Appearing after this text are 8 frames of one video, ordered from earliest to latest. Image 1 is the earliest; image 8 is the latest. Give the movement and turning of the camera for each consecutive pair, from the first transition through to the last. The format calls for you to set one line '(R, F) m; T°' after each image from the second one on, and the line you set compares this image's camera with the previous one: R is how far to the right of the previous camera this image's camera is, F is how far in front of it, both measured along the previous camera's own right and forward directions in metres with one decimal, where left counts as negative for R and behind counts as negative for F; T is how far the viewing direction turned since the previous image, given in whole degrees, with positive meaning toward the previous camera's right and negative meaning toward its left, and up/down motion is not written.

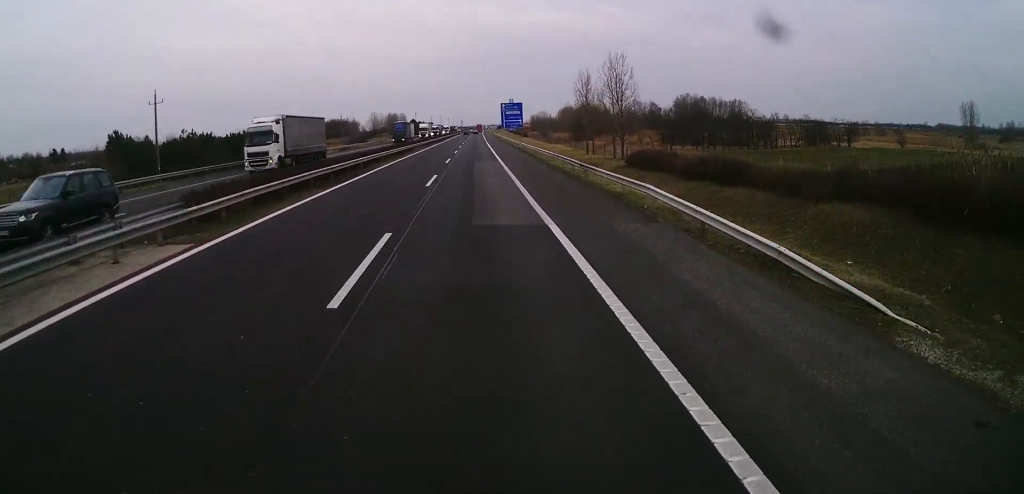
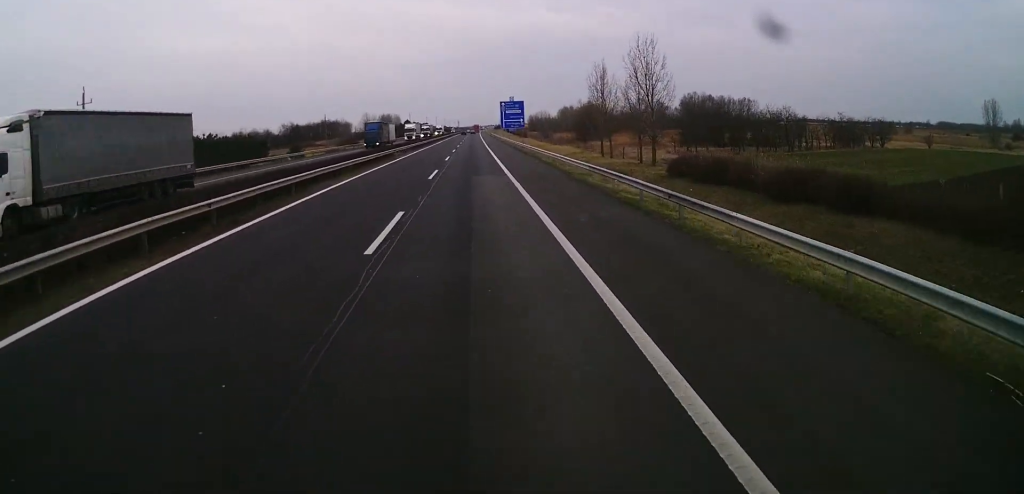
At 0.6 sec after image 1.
(-0.1, +14.6) m; 0°
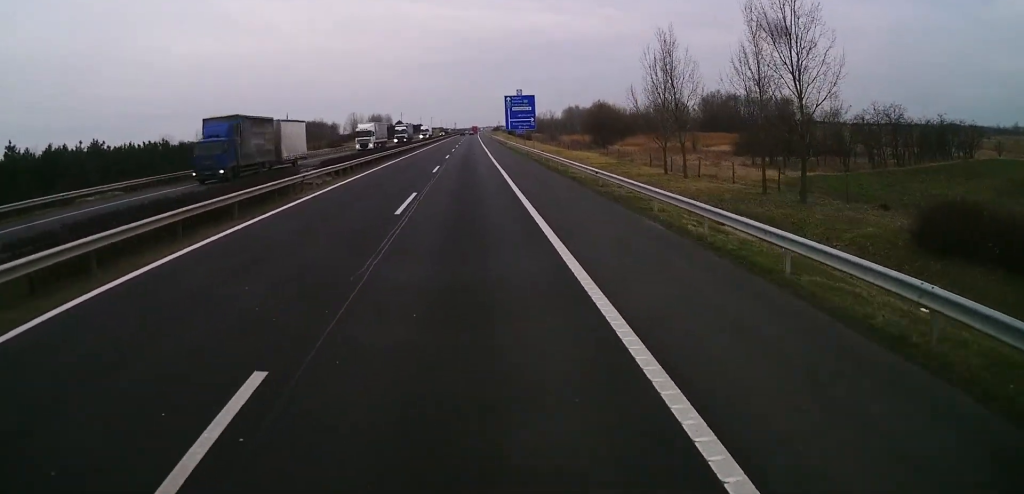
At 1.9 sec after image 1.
(+0.3, +30.0) m; +1°
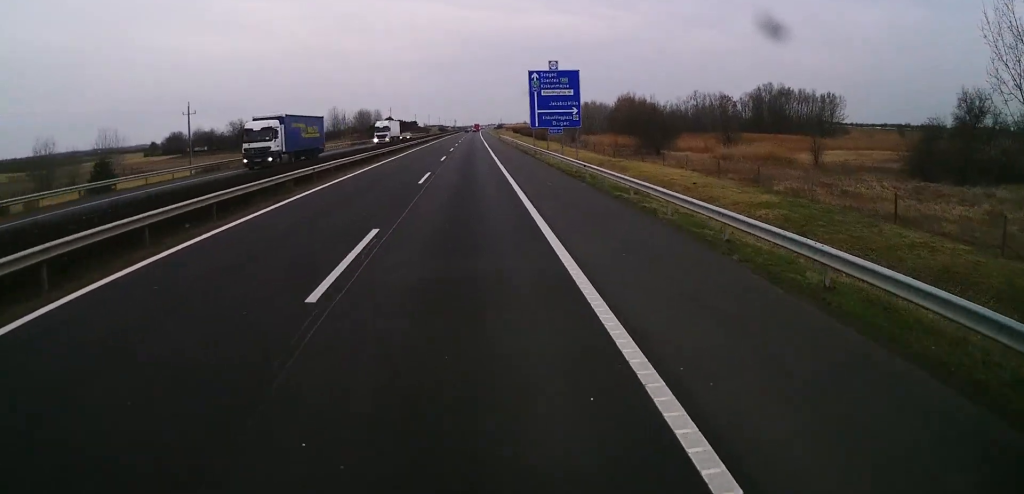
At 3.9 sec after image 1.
(+0.4, +45.3) m; 0°
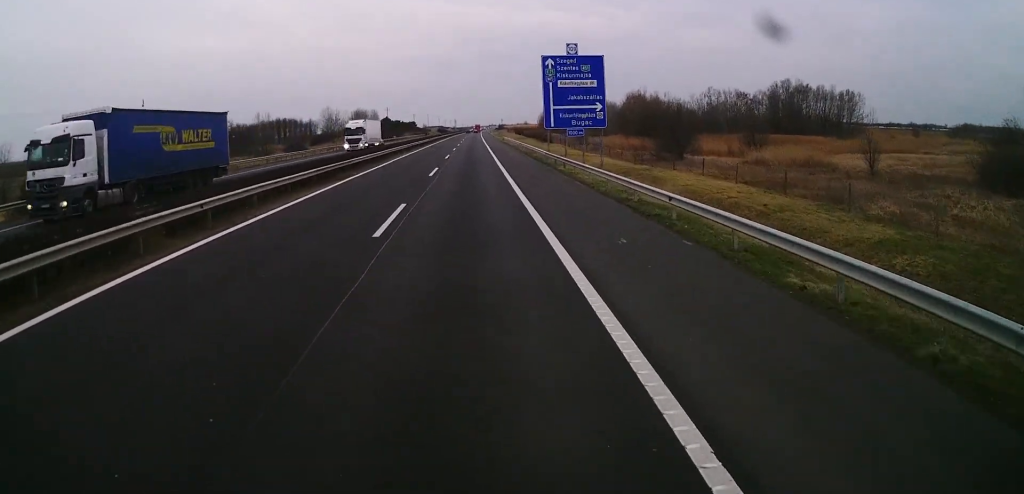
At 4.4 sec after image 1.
(0.0, +12.3) m; 0°
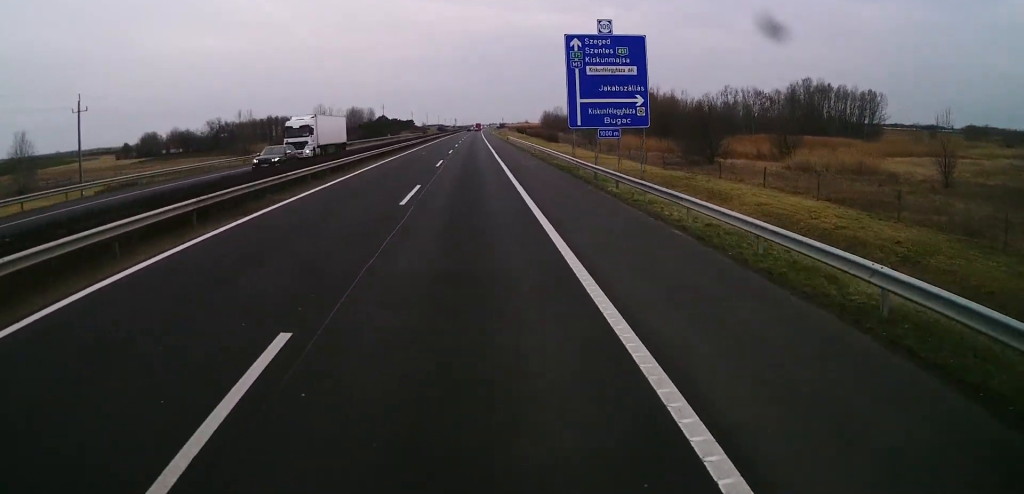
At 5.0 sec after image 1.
(-0.1, +13.1) m; 0°
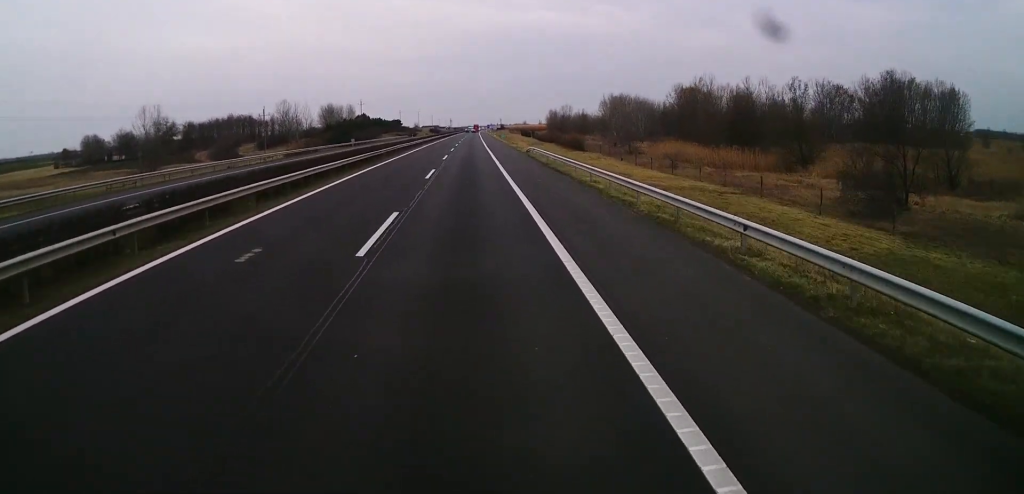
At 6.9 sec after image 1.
(0.0, +43.1) m; 0°
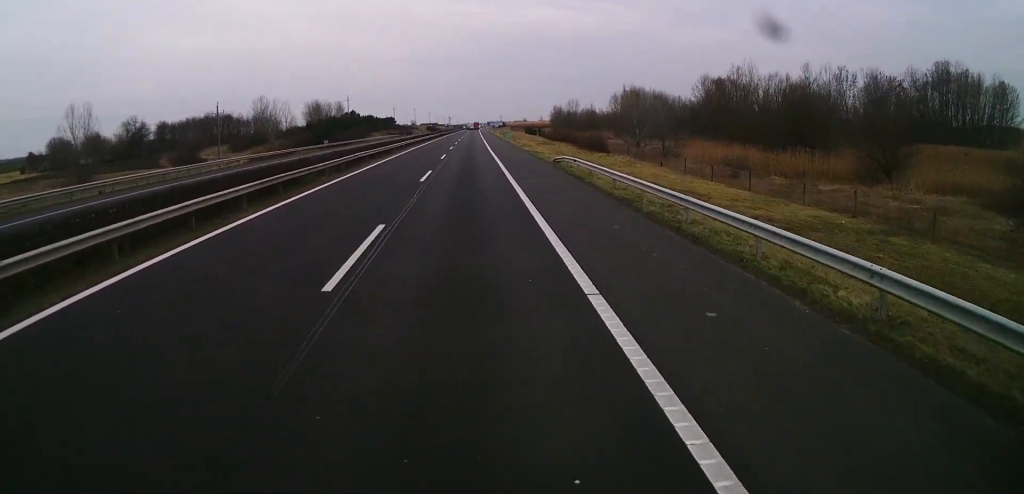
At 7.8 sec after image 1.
(-0.1, +20.8) m; 0°
